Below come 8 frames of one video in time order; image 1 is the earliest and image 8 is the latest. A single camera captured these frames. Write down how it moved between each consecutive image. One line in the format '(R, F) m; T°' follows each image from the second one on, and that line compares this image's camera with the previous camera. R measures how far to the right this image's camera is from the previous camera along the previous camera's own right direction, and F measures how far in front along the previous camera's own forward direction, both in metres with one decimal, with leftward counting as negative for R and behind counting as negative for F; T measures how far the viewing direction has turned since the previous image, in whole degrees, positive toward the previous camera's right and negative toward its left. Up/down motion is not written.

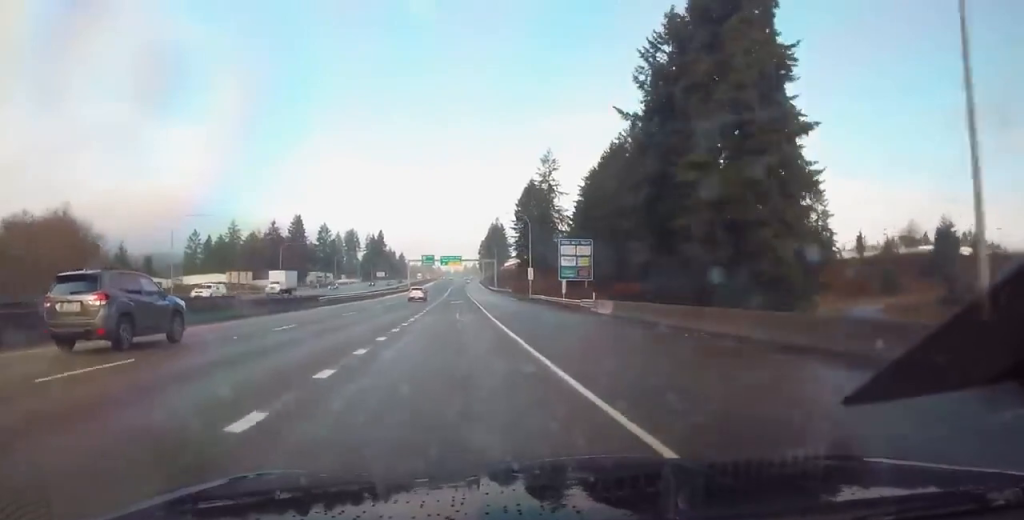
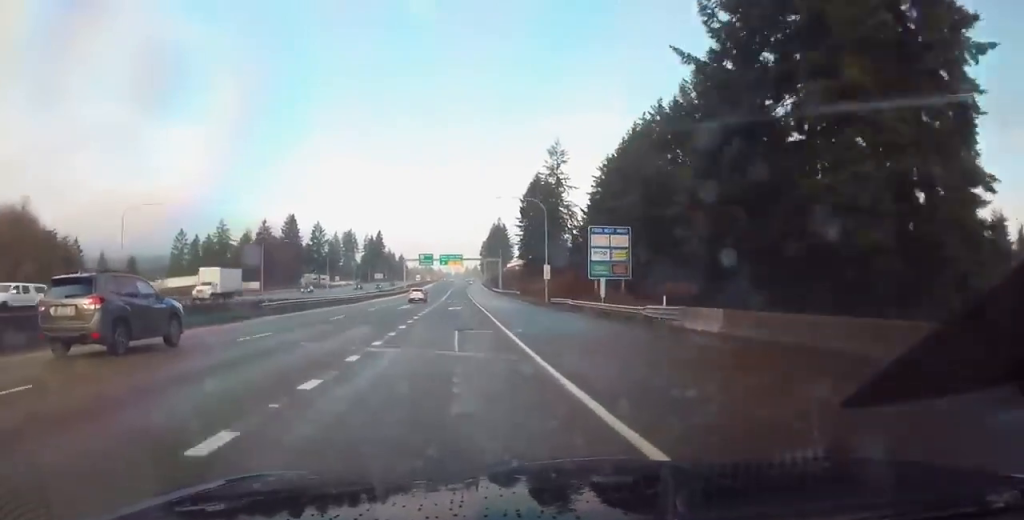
(0.0, +16.2) m; -1°
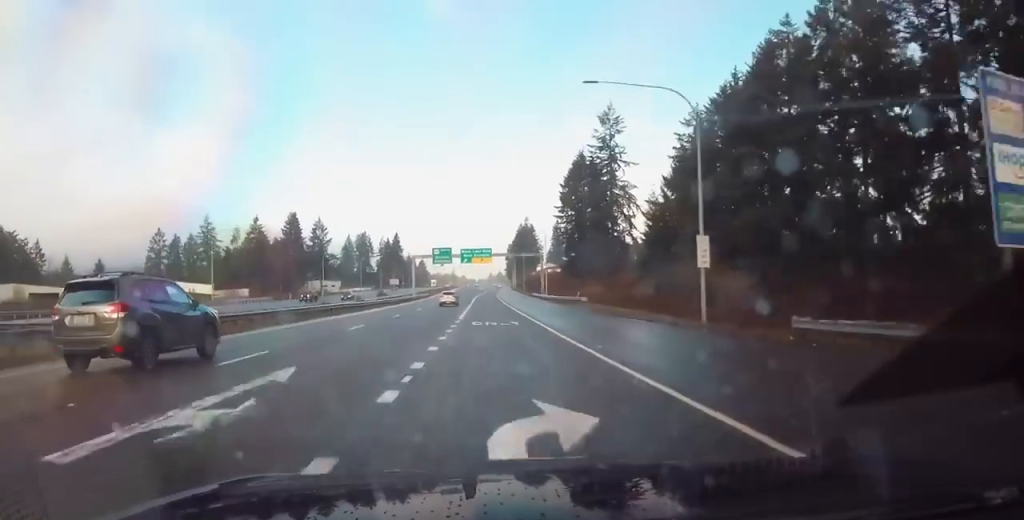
(-1.2, +43.2) m; -1°
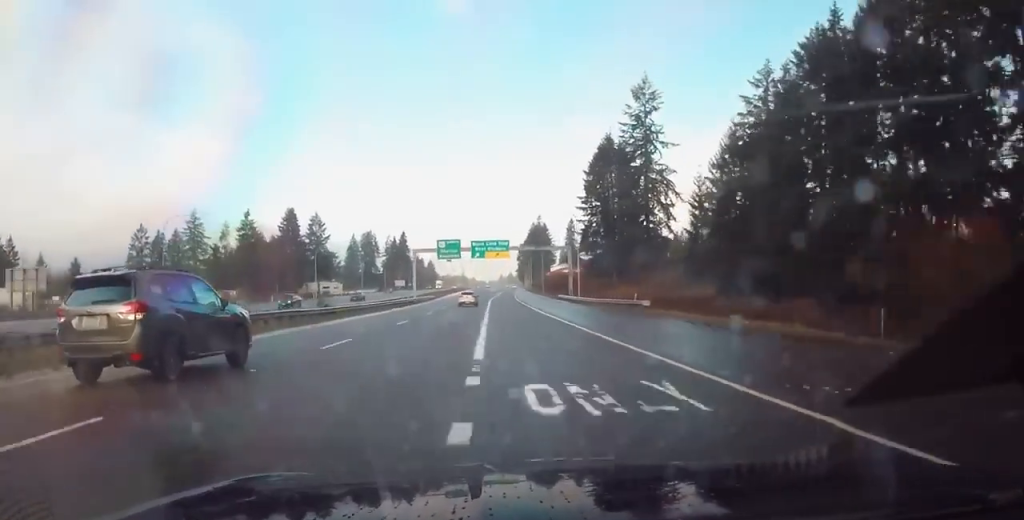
(-0.1, +21.3) m; +1°
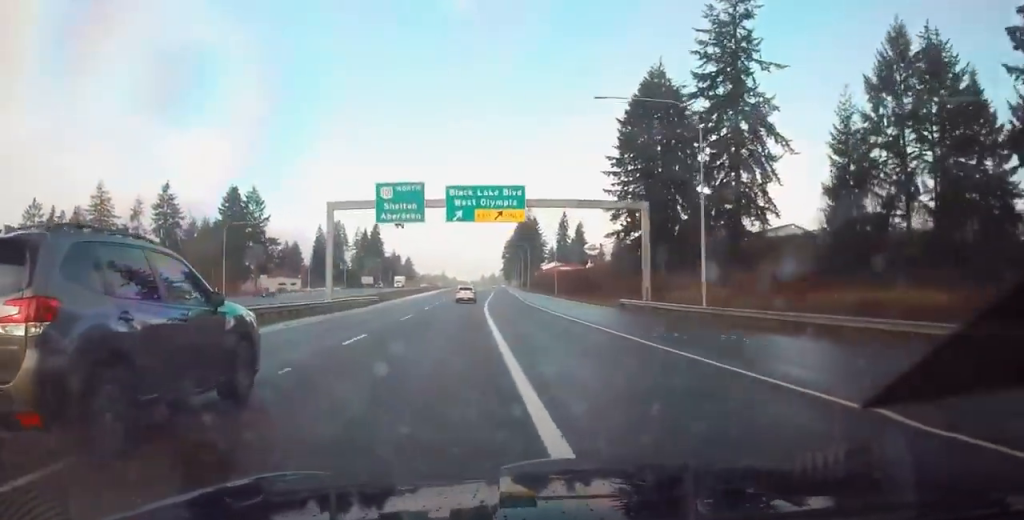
(+1.0, +49.7) m; +1°
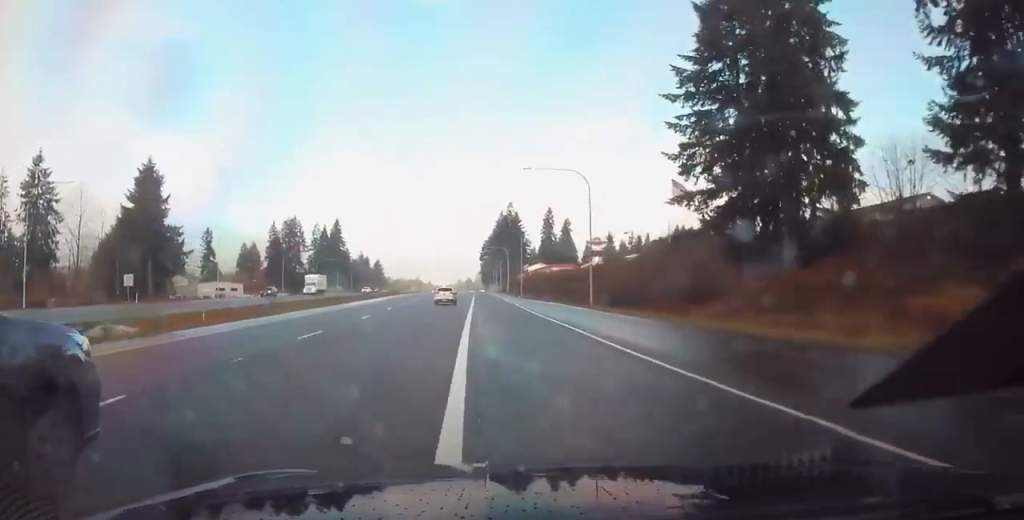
(+0.2, +47.6) m; -1°
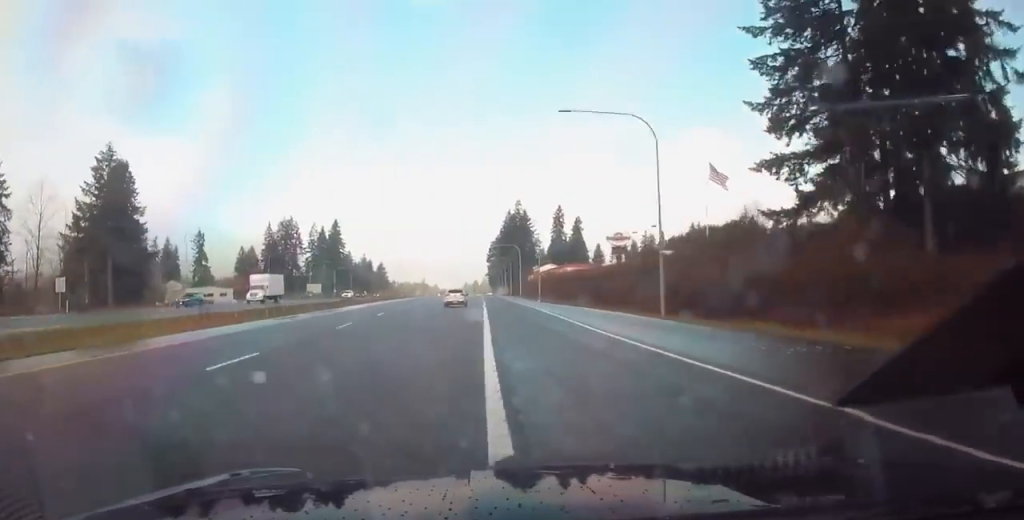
(-0.5, +18.7) m; -1°
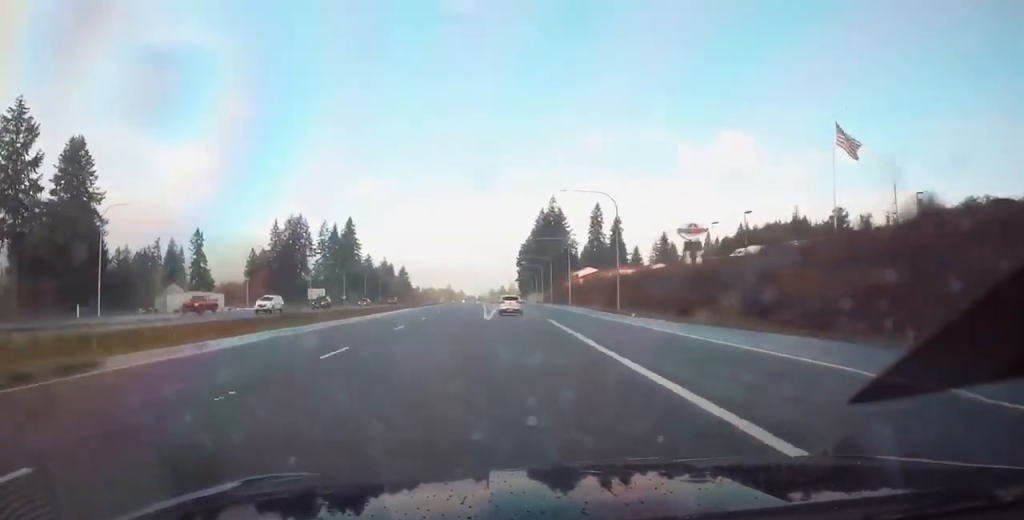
(-0.2, +34.8) m; 0°
